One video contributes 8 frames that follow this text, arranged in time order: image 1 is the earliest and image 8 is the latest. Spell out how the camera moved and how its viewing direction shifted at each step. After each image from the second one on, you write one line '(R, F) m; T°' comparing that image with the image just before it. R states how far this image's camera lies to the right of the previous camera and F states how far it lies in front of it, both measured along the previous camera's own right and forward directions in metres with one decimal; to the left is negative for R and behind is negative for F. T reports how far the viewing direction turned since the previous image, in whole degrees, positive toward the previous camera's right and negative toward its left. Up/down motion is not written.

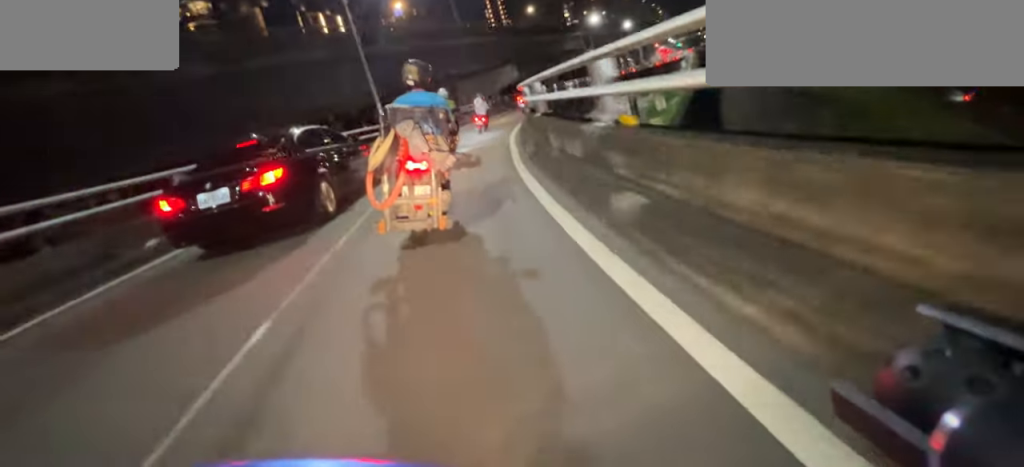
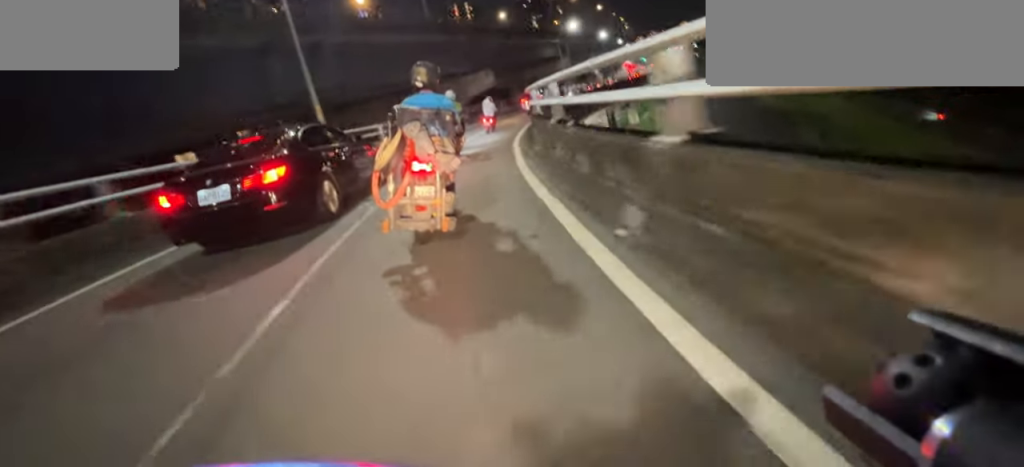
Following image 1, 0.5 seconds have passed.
(0.0, +4.9) m; +1°
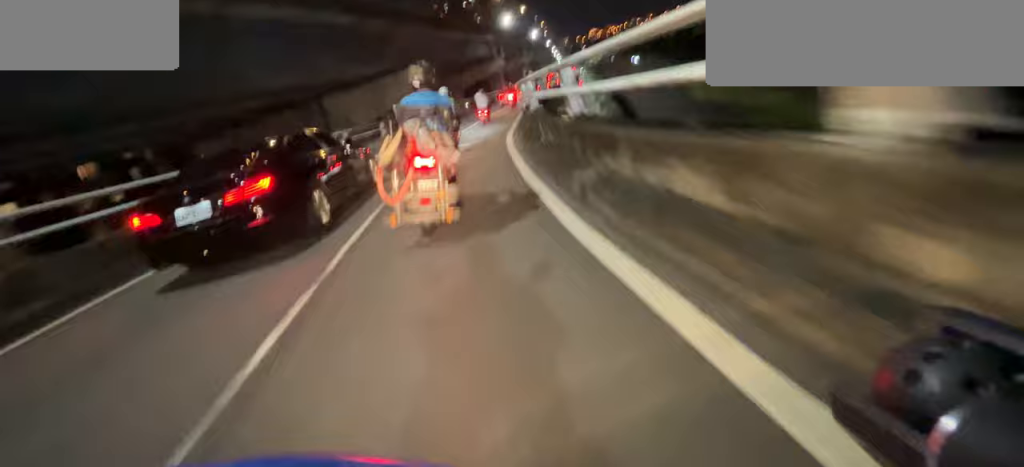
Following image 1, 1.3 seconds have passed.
(+0.2, +9.0) m; +19°
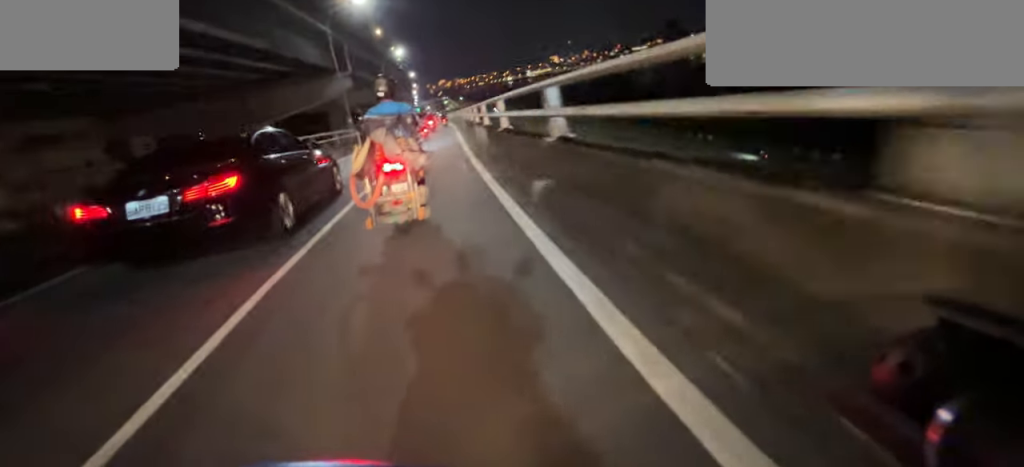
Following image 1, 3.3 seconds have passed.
(+10.4, +19.7) m; +37°
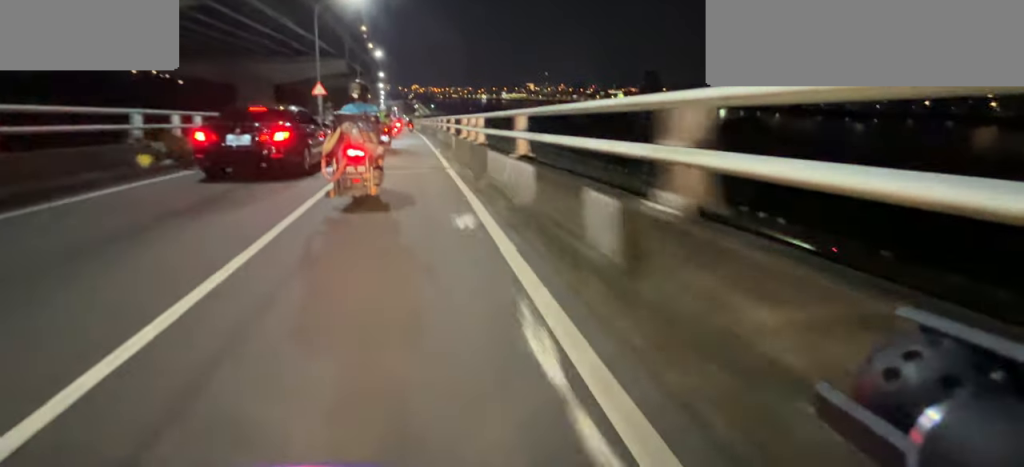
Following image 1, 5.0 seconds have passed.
(-0.1, +22.7) m; -3°
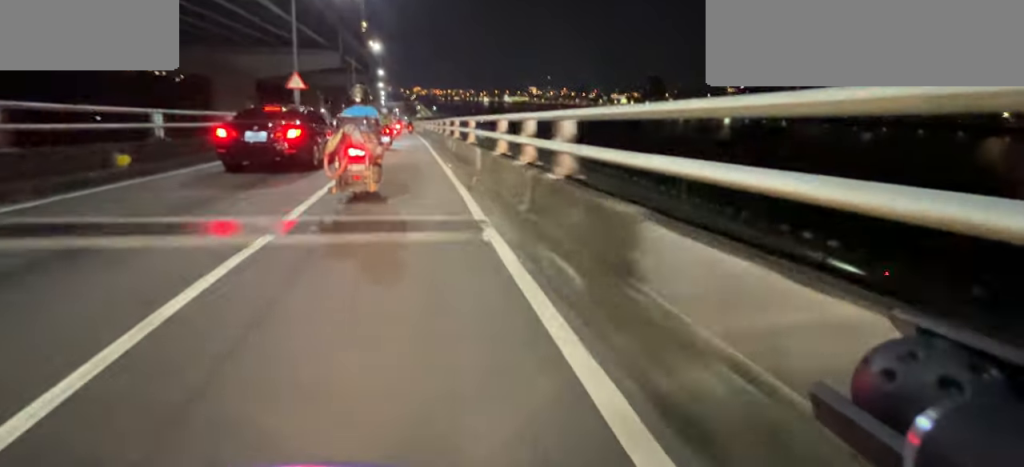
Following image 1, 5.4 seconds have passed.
(-0.2, +5.9) m; -1°
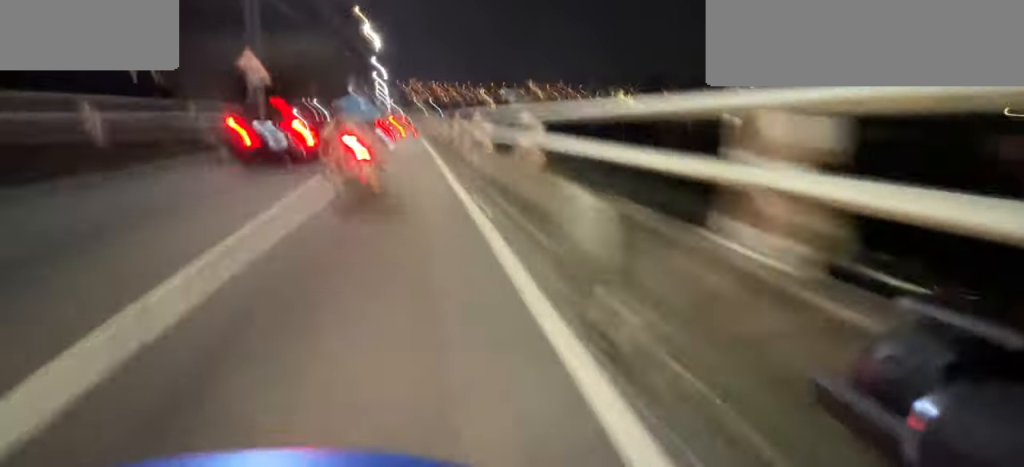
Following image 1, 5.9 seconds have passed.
(-0.1, +6.0) m; -1°
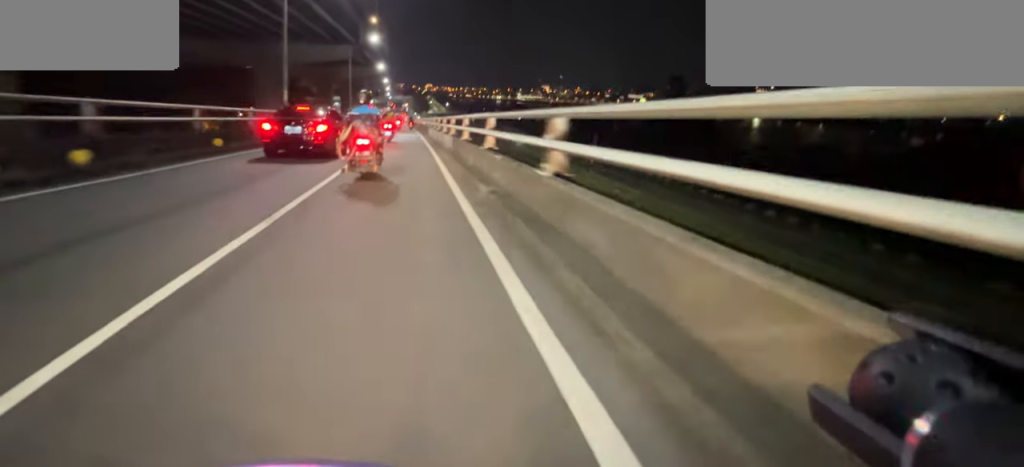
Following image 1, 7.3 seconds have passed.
(0.0, +21.0) m; 0°
